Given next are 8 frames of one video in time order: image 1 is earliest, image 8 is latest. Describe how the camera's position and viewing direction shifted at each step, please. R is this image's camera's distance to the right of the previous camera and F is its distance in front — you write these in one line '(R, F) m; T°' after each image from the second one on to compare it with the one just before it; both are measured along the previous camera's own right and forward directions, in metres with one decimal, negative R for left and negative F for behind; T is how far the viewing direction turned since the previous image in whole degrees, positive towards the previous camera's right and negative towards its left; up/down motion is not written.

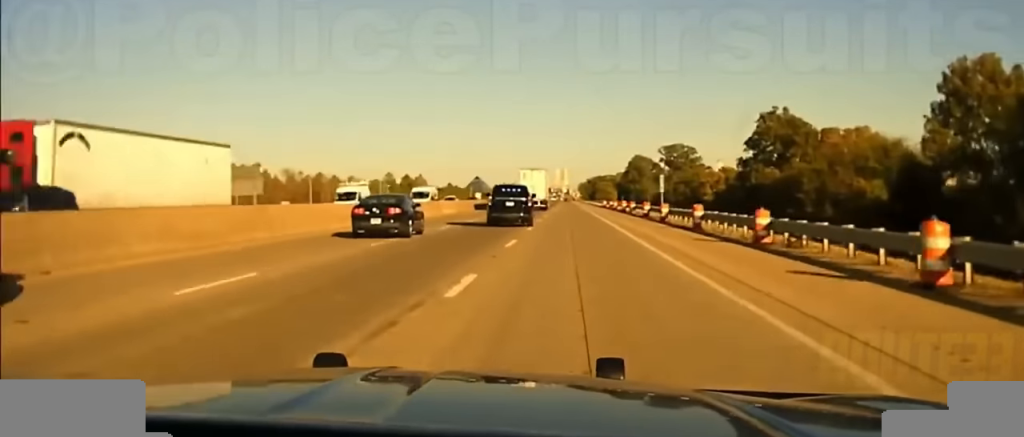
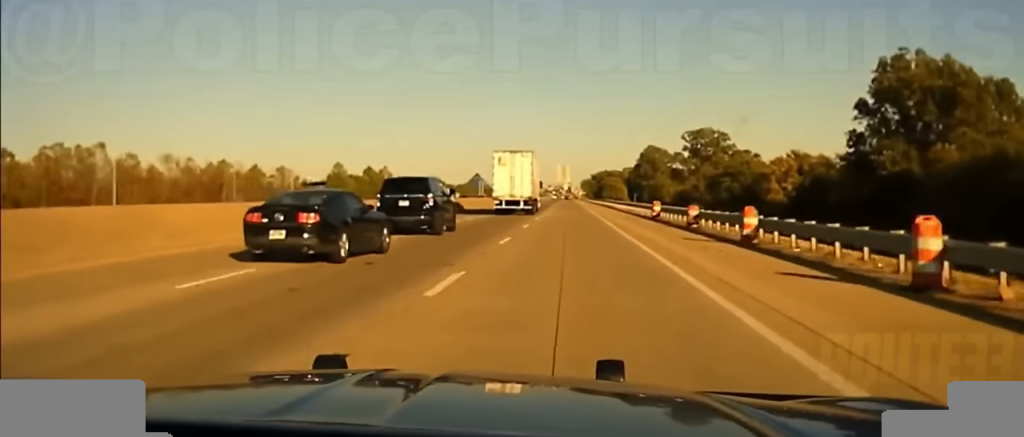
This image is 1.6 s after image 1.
(+0.2, +91.5) m; +1°
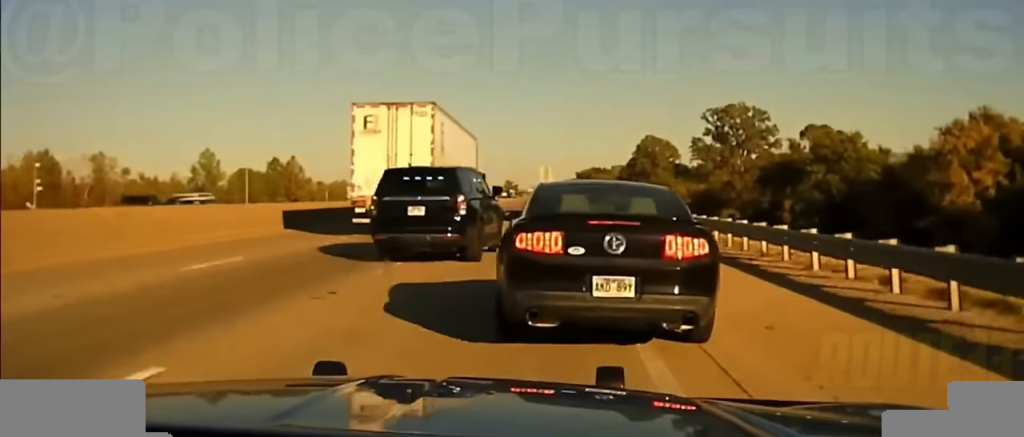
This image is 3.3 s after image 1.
(+0.9, +79.7) m; +1°
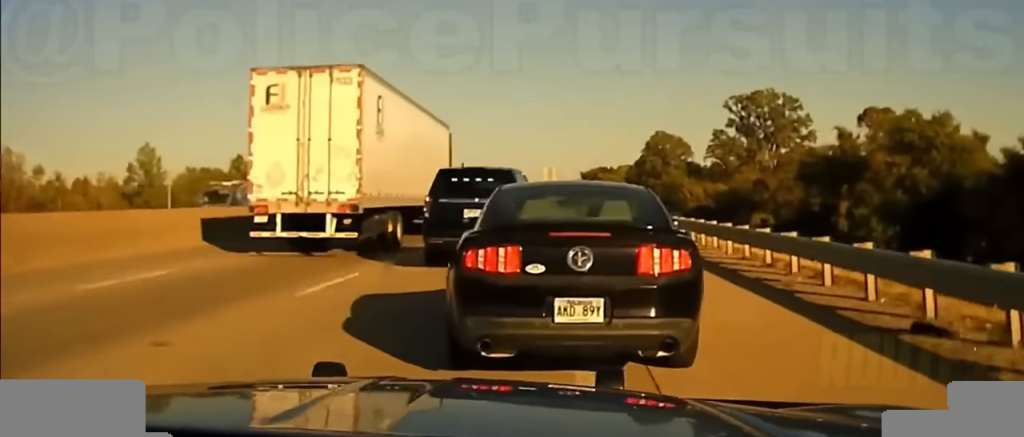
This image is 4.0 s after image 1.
(0.0, +22.2) m; 0°
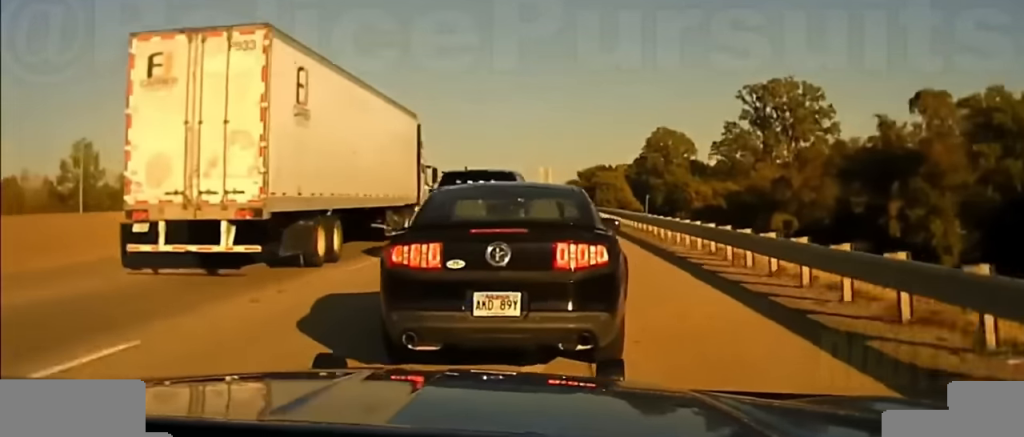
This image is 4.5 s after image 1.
(0.0, +14.9) m; 0°
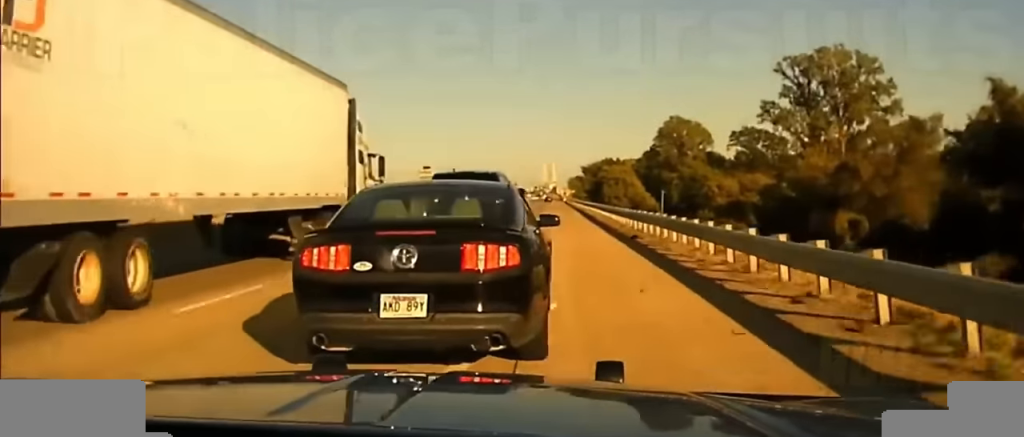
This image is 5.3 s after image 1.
(0.0, +22.2) m; -1°
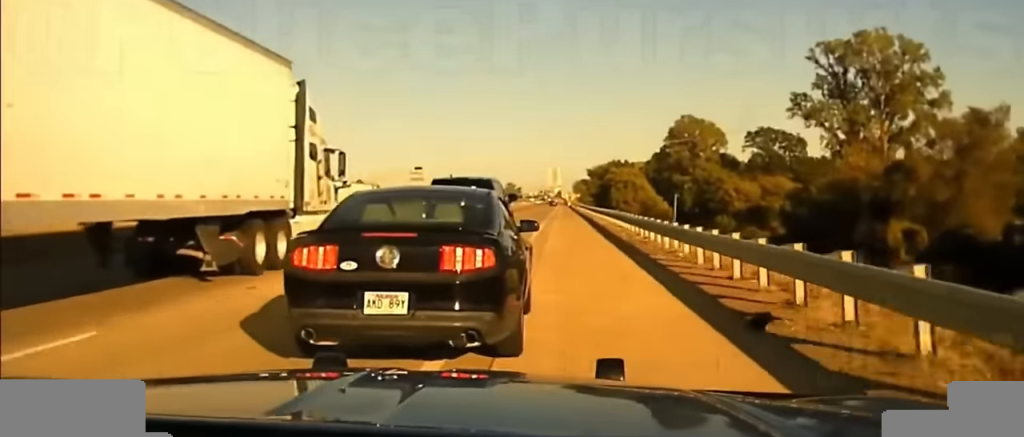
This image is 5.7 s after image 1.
(-0.1, +14.4) m; 0°
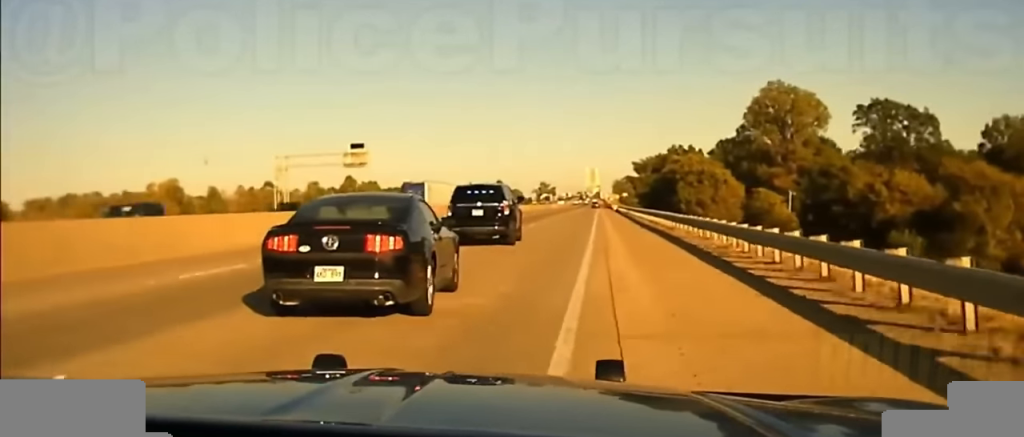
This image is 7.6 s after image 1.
(-0.9, +75.6) m; -2°
